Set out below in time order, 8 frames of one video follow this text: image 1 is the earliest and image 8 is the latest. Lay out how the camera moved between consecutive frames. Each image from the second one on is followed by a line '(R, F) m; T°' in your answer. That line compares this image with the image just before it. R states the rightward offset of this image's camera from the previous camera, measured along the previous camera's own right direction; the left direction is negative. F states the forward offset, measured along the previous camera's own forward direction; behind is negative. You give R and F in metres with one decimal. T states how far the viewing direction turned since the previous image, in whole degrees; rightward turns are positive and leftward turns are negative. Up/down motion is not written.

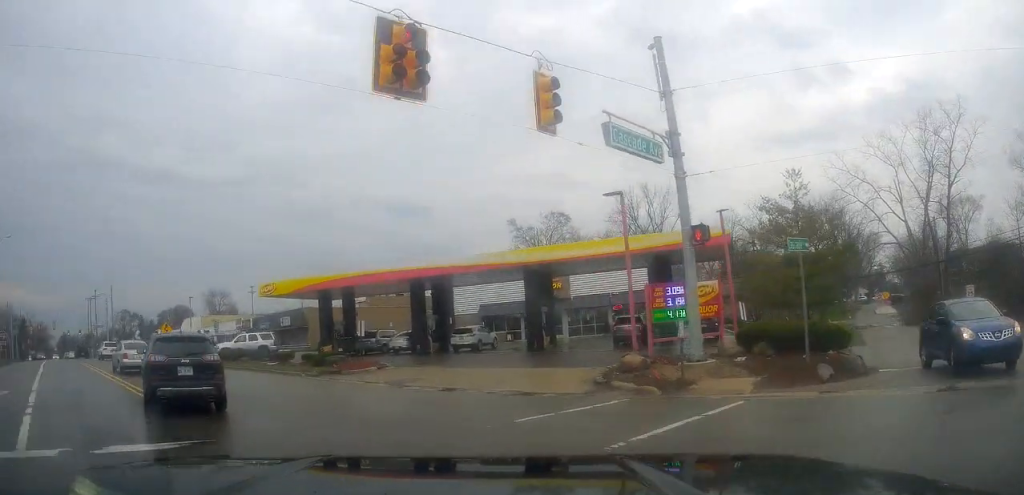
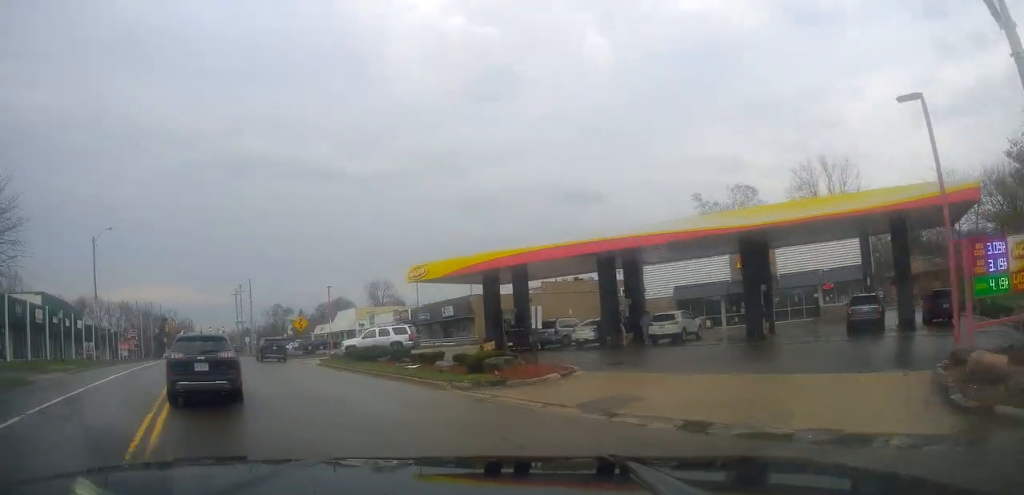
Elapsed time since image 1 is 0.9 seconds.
(-1.2, +6.7) m; -17°
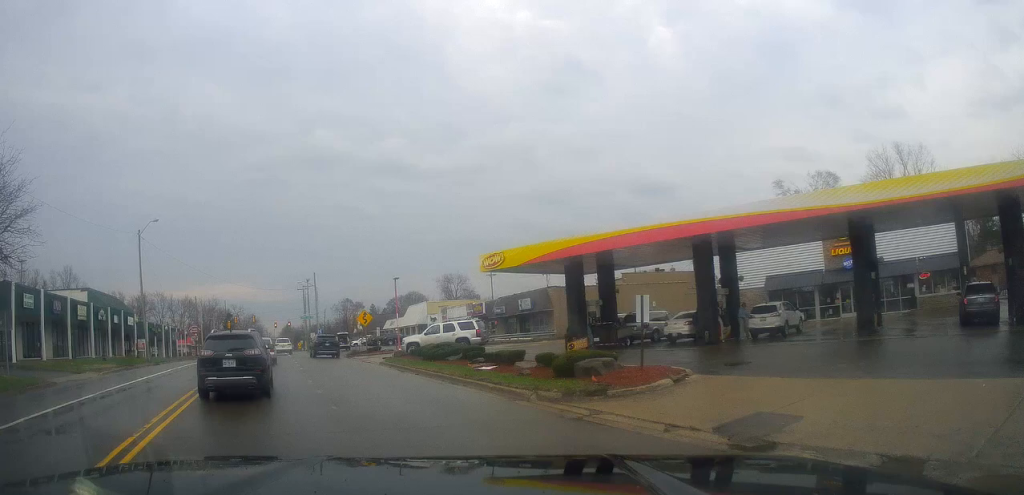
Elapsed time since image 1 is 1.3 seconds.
(-0.2, +3.3) m; -5°
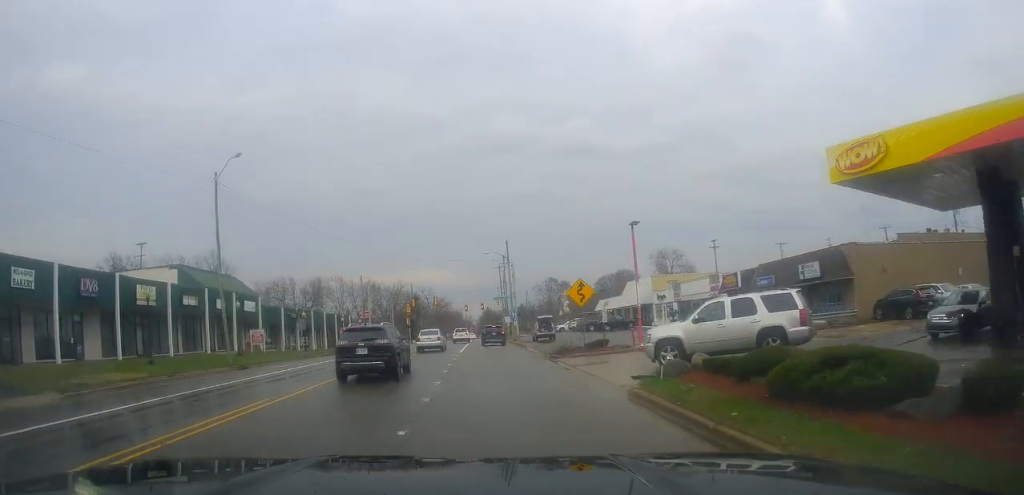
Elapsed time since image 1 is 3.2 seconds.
(-3.6, +16.6) m; -20°
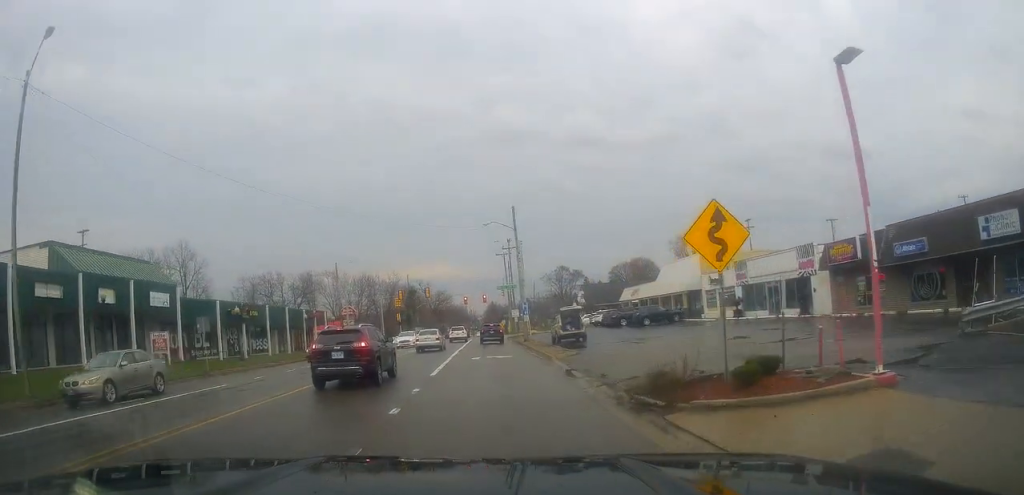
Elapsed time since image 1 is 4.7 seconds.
(-0.8, +15.1) m; -7°
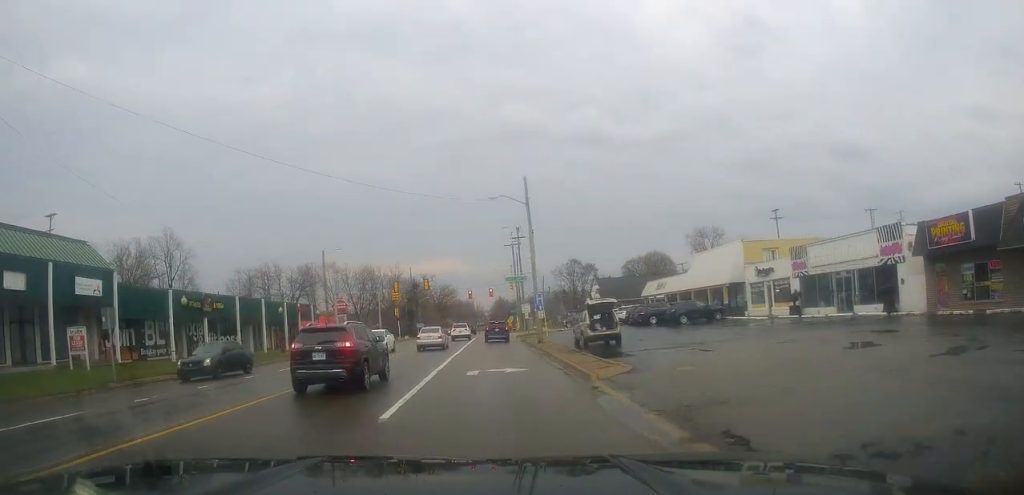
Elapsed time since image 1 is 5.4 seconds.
(-0.6, +8.4) m; 0°
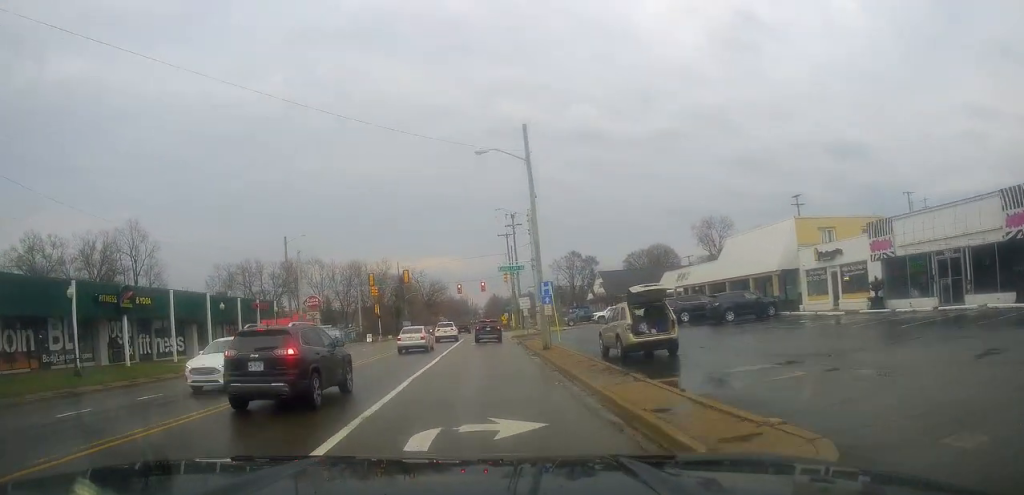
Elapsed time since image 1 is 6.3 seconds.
(+0.3, +10.2) m; +3°
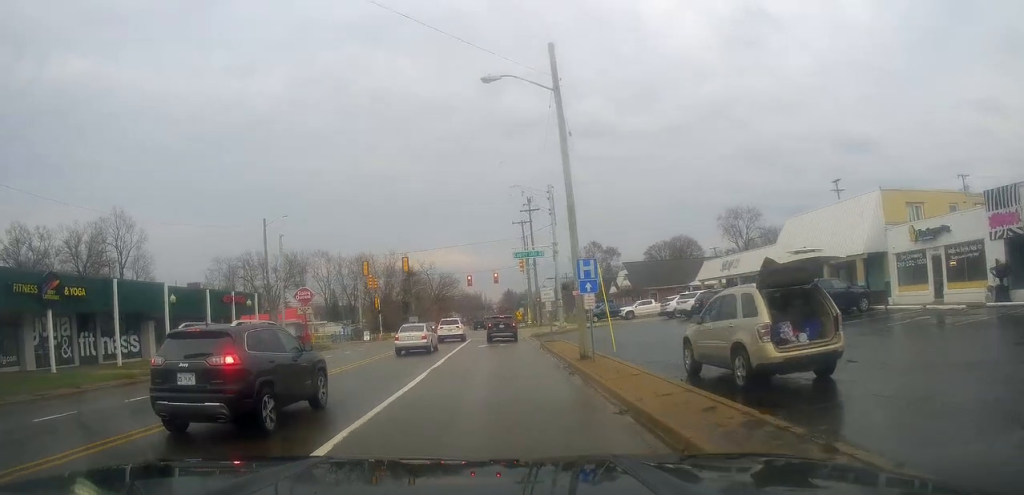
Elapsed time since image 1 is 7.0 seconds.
(+0.2, +8.5) m; +1°
